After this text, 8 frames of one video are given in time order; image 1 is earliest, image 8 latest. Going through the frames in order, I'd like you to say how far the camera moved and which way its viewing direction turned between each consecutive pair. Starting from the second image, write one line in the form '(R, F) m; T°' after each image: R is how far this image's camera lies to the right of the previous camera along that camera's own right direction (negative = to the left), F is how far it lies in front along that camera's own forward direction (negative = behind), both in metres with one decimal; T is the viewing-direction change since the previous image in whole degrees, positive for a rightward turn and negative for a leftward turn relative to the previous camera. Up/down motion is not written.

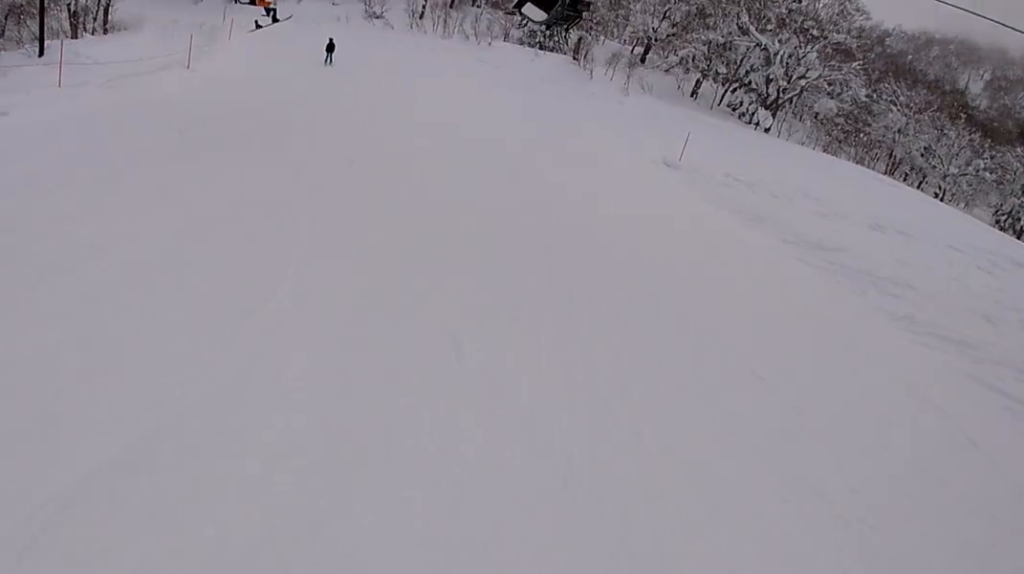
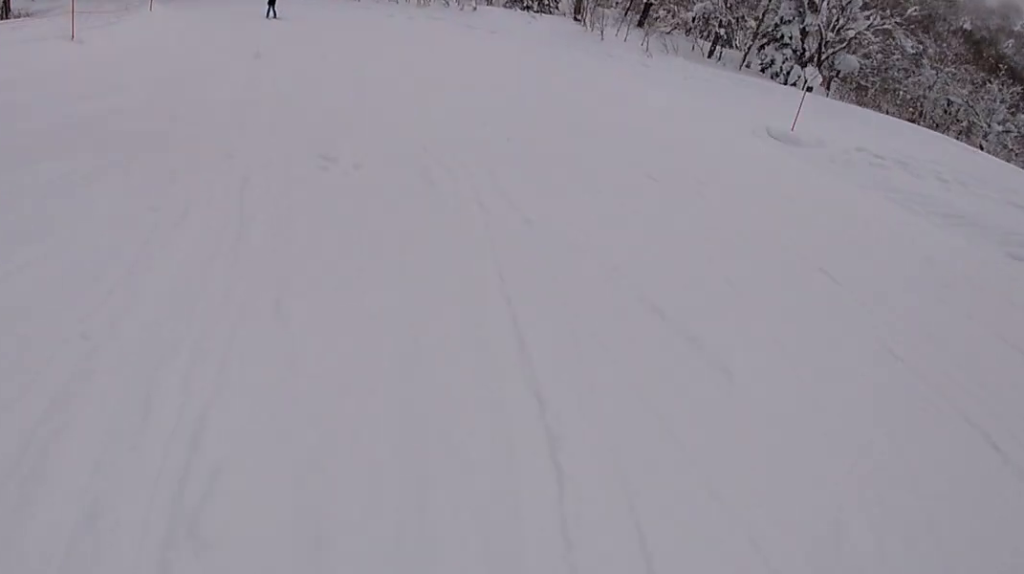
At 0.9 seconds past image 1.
(-0.1, +8.7) m; -6°
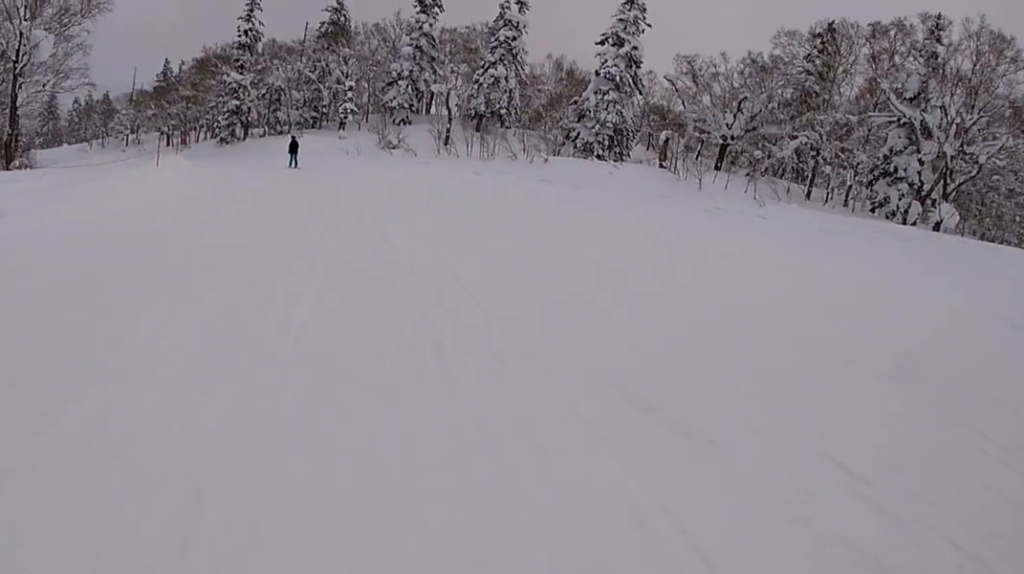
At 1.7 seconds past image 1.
(-0.8, +8.6) m; -2°
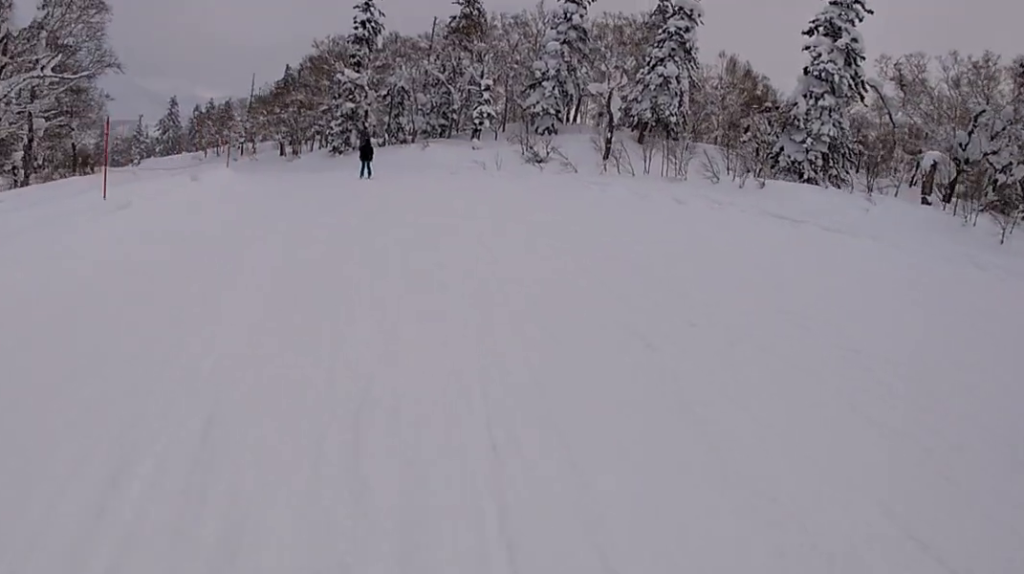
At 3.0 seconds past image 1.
(0.0, +13.5) m; -6°
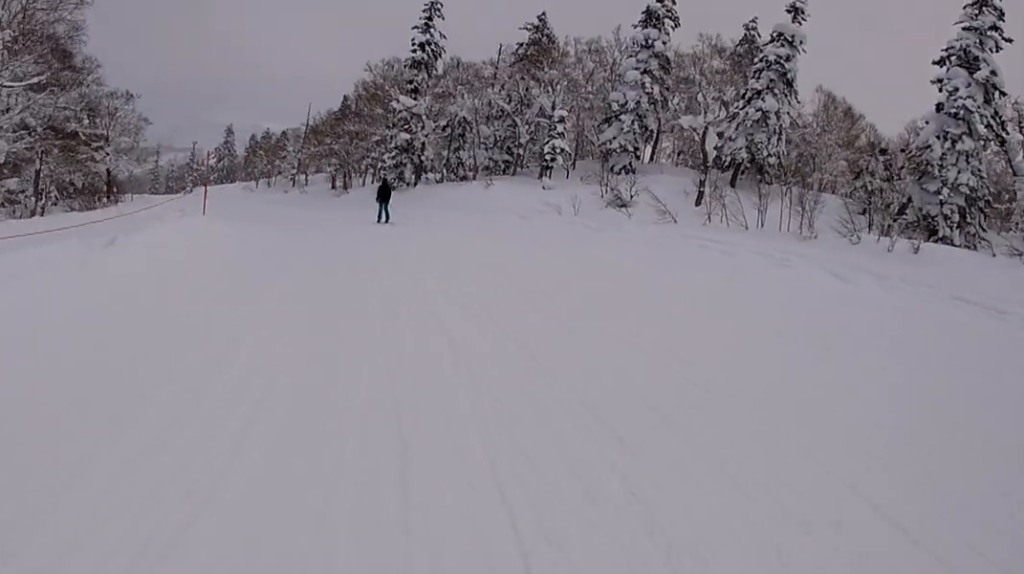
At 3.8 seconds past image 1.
(-0.9, +8.4) m; -6°
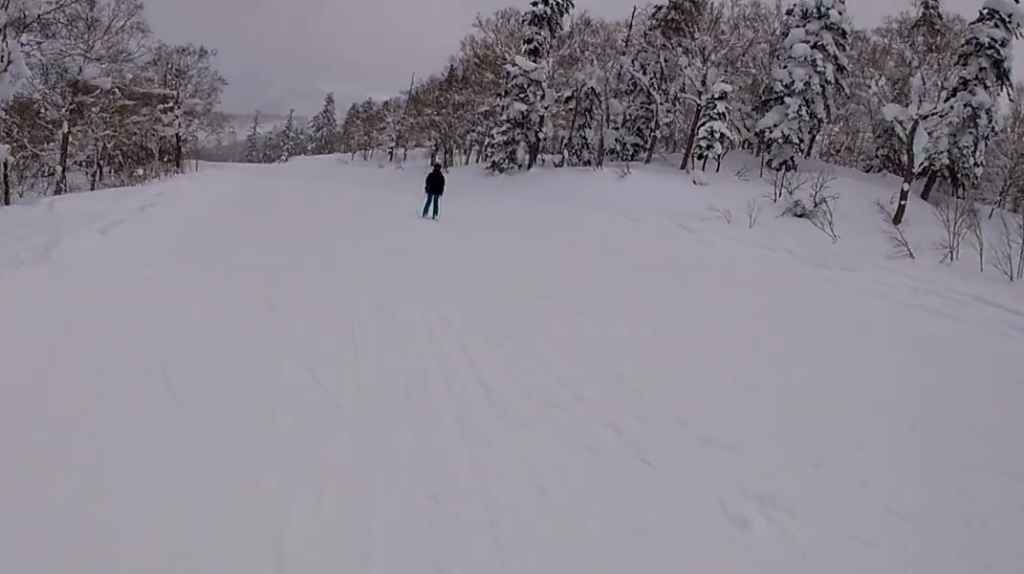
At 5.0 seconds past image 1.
(-0.8, +11.6) m; -12°
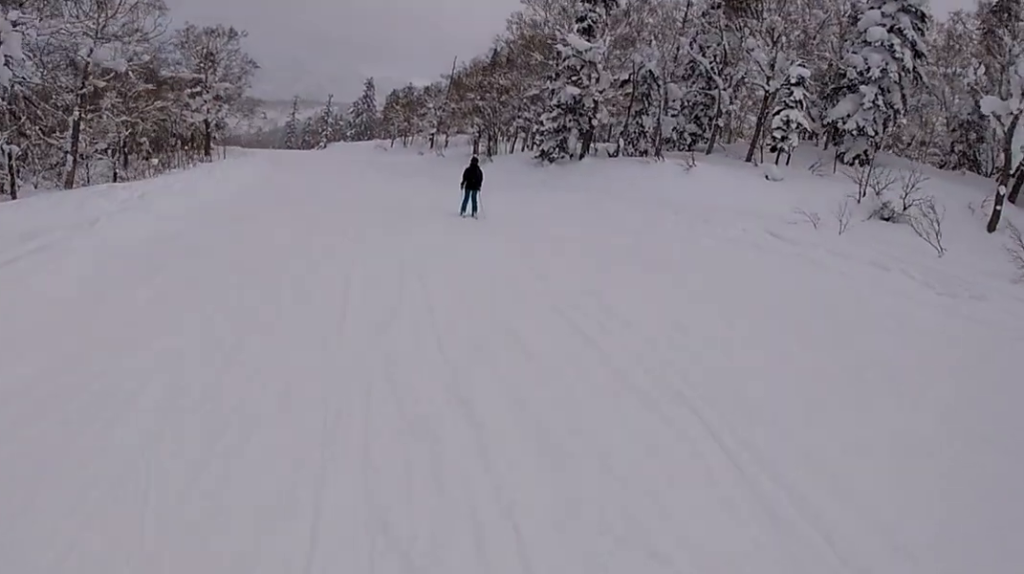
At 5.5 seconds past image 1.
(-0.6, +4.1) m; -4°
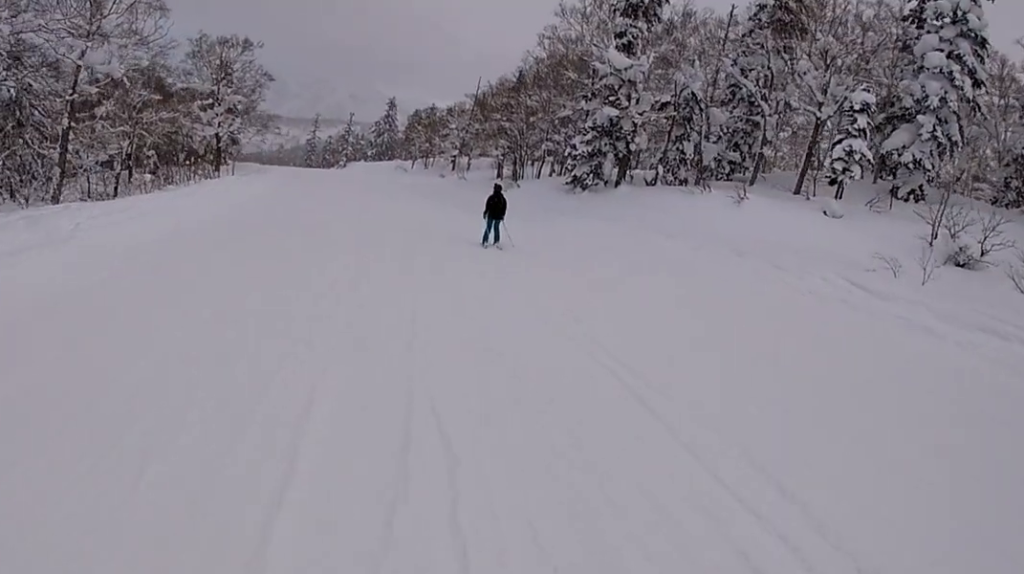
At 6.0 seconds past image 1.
(-0.3, +4.4) m; -3°
